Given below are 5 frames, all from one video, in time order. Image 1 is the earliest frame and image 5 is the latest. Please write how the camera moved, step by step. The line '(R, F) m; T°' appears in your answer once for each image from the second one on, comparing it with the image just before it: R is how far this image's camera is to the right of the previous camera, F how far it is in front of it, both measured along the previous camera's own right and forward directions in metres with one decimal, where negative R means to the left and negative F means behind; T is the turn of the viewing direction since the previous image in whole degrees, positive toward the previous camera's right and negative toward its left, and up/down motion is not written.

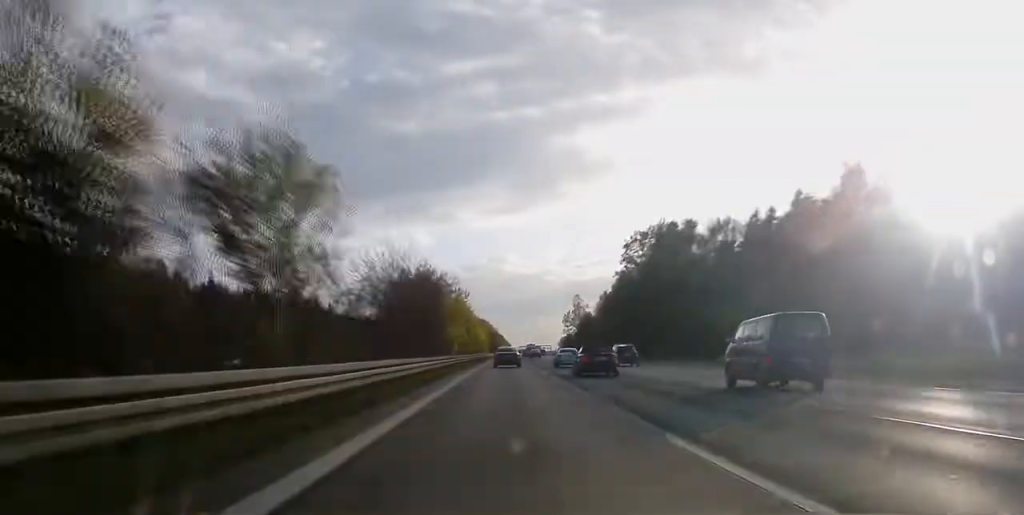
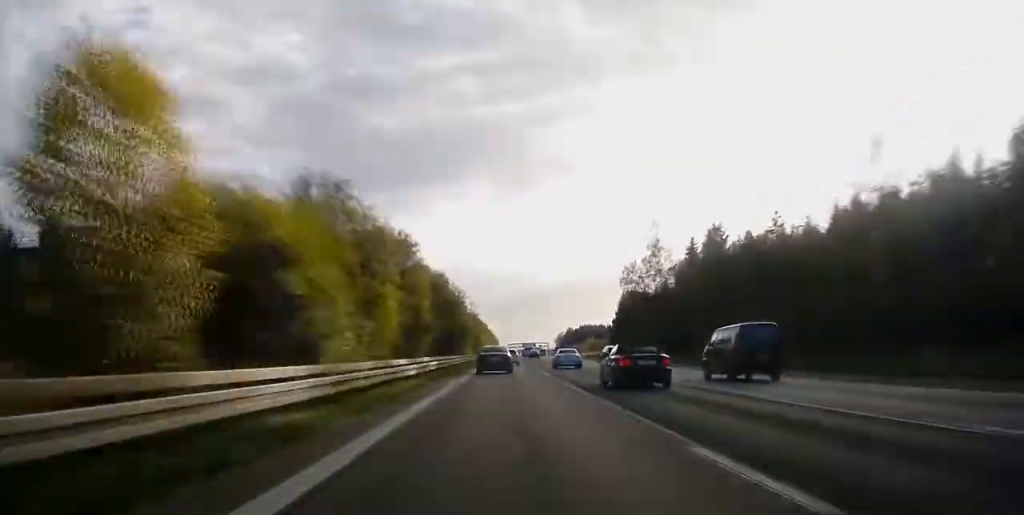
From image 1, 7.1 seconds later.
(+14.1, +131.0) m; +8°
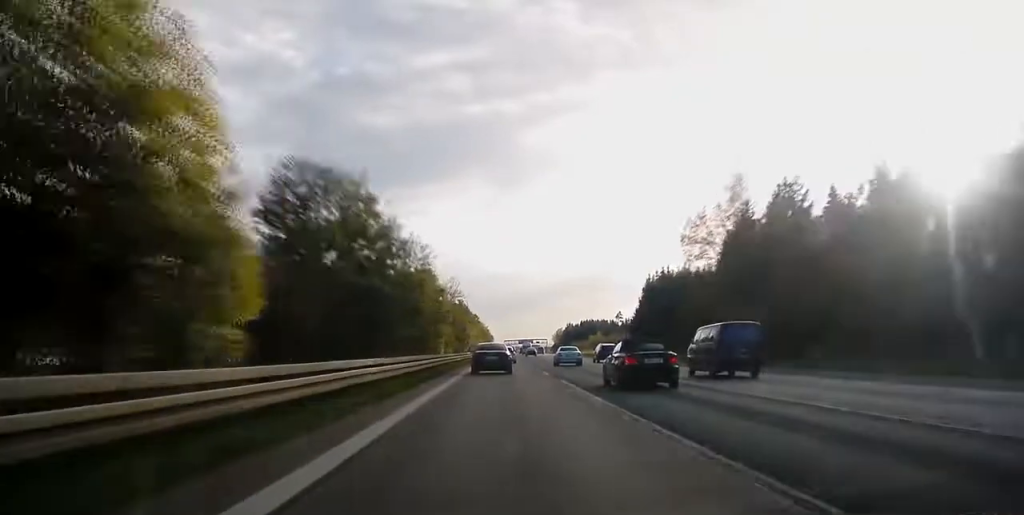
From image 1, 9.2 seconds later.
(-2.8, +37.0) m; -3°
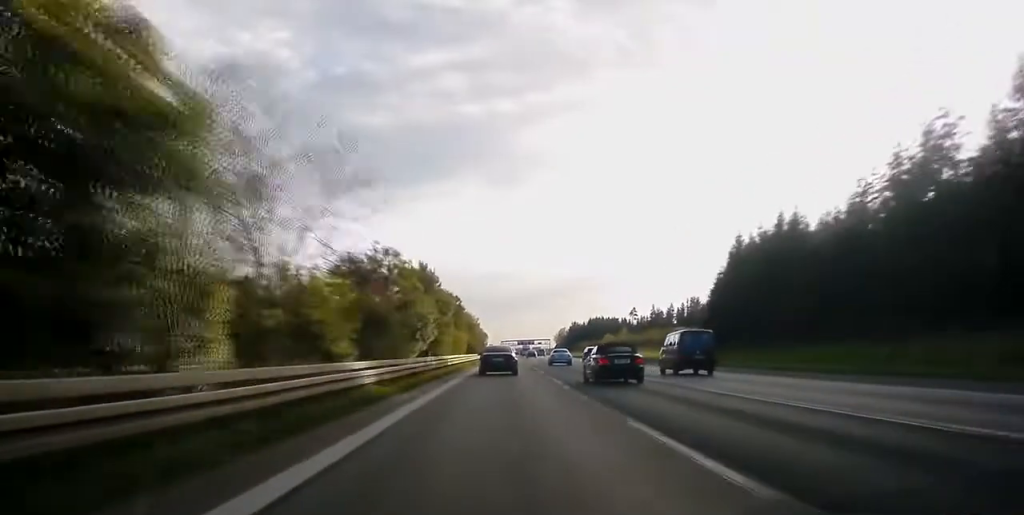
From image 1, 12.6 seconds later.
(+0.2, +63.2) m; 0°
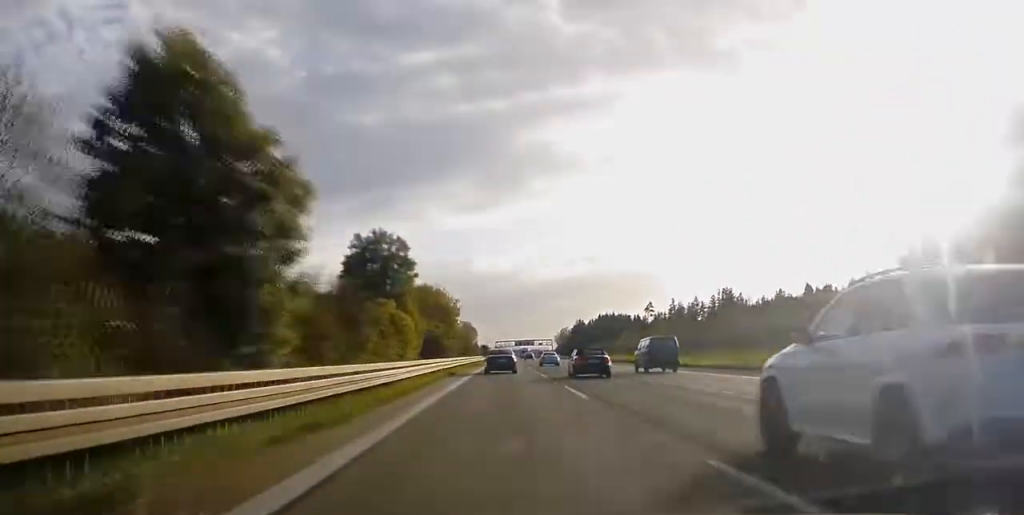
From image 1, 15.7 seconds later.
(-0.2, +61.3) m; 0°
